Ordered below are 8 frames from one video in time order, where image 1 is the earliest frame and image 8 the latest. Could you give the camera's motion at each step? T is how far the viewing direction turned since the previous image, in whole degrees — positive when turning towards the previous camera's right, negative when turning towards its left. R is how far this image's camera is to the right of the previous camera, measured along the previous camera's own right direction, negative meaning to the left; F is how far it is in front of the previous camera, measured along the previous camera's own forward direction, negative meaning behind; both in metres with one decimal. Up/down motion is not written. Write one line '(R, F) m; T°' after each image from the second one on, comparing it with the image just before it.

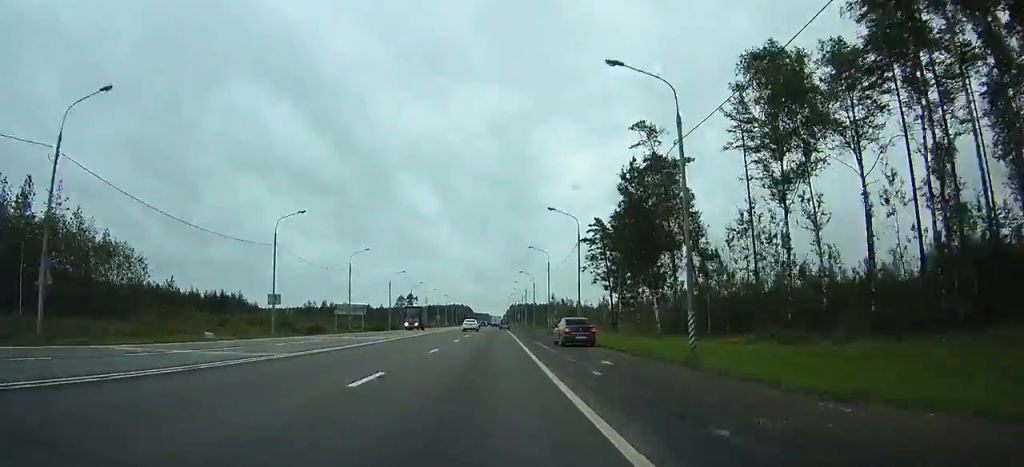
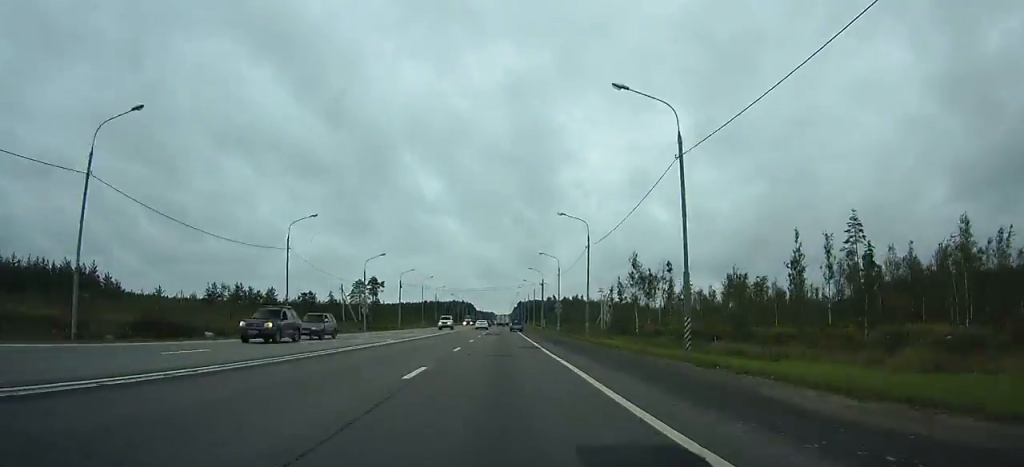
(+0.6, +103.5) m; 0°
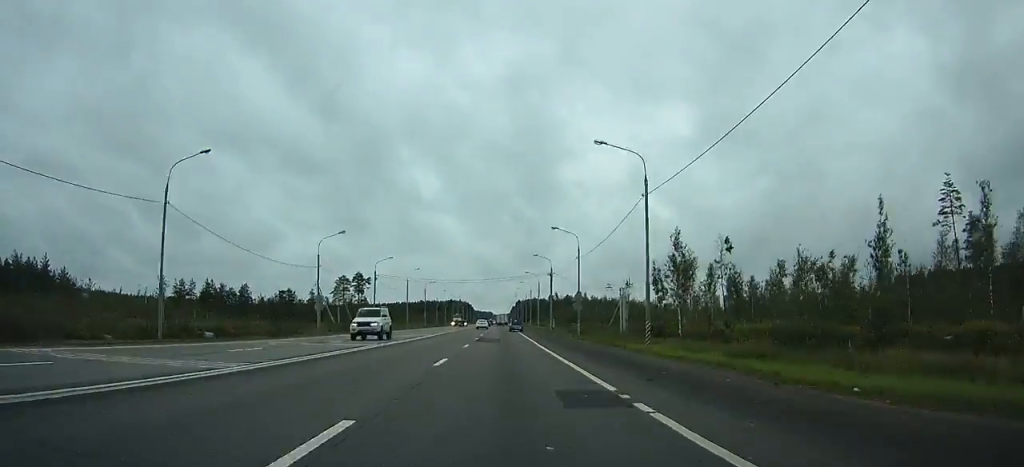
(0.0, +20.4) m; 0°
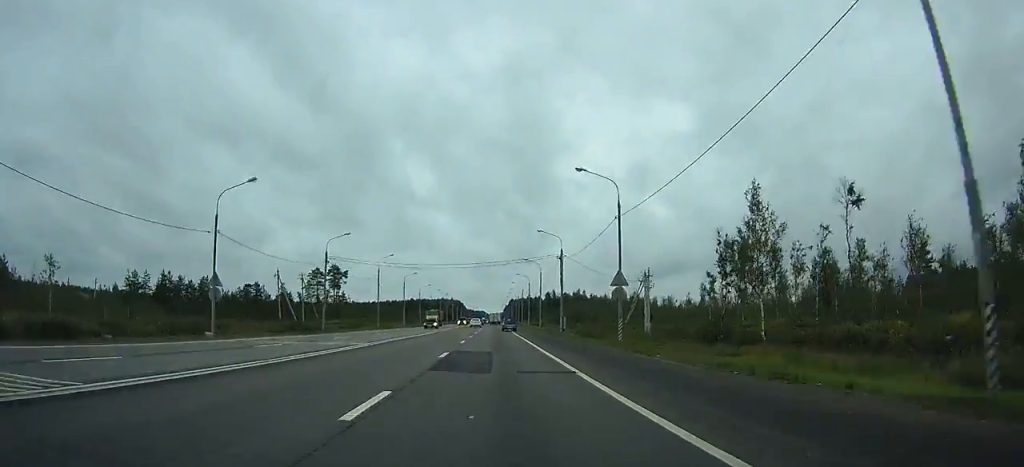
(-0.1, +22.3) m; 0°
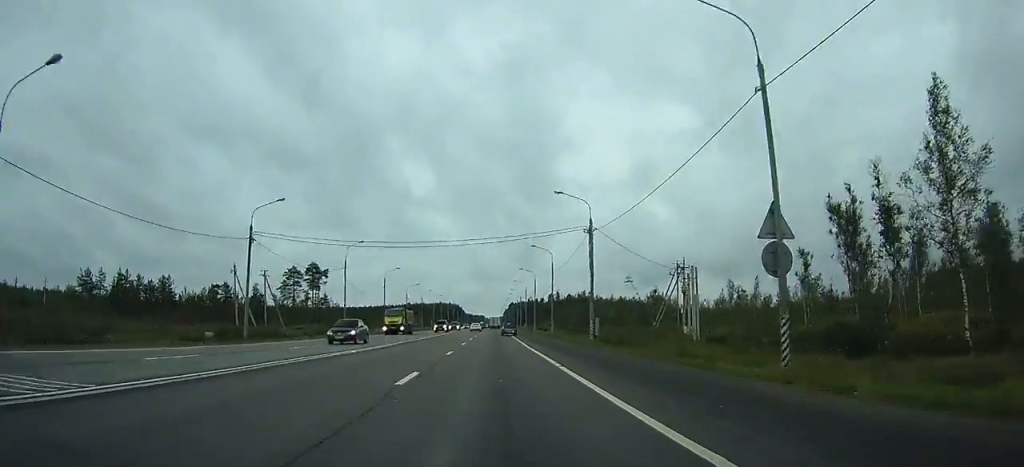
(-0.1, +20.9) m; 0°
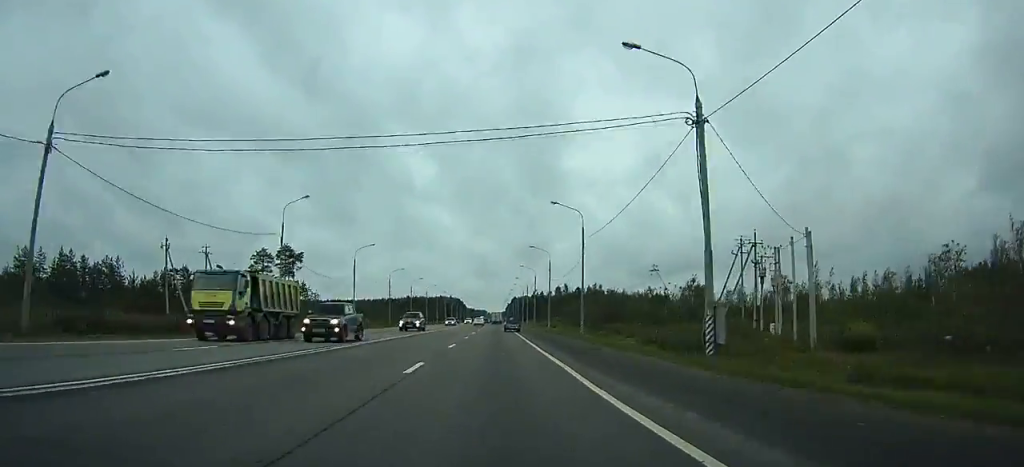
(+0.1, +23.8) m; 0°
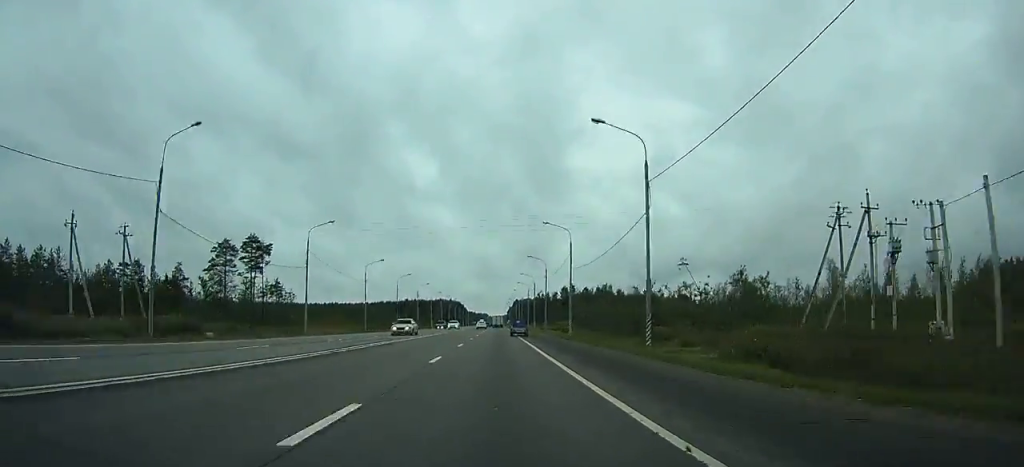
(+0.1, +20.7) m; 0°
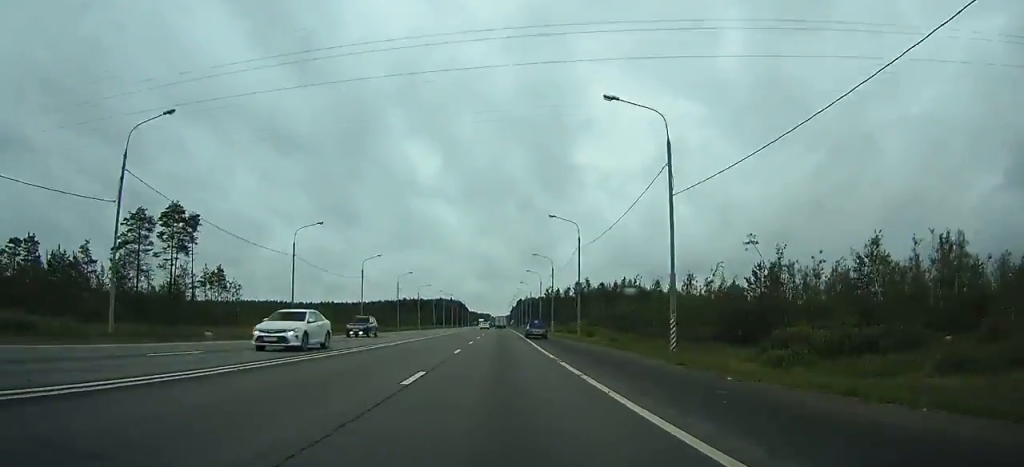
(0.0, +30.5) m; 0°
